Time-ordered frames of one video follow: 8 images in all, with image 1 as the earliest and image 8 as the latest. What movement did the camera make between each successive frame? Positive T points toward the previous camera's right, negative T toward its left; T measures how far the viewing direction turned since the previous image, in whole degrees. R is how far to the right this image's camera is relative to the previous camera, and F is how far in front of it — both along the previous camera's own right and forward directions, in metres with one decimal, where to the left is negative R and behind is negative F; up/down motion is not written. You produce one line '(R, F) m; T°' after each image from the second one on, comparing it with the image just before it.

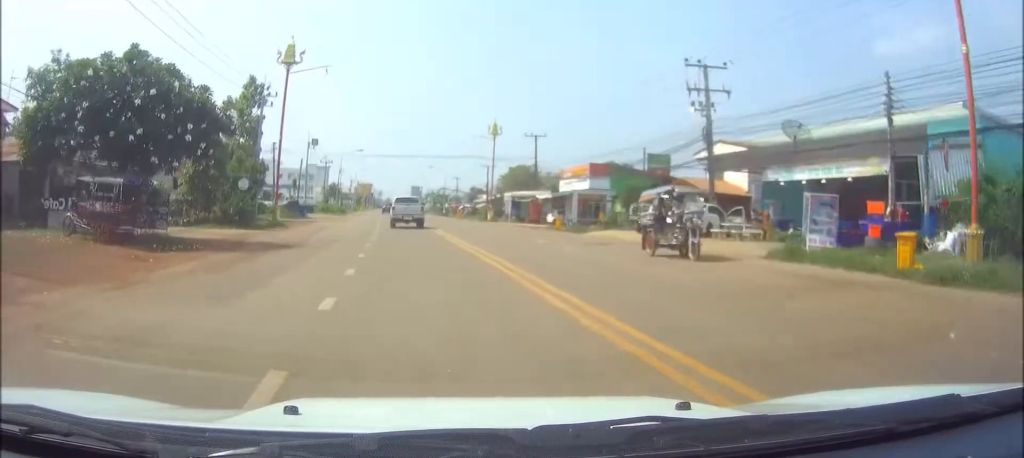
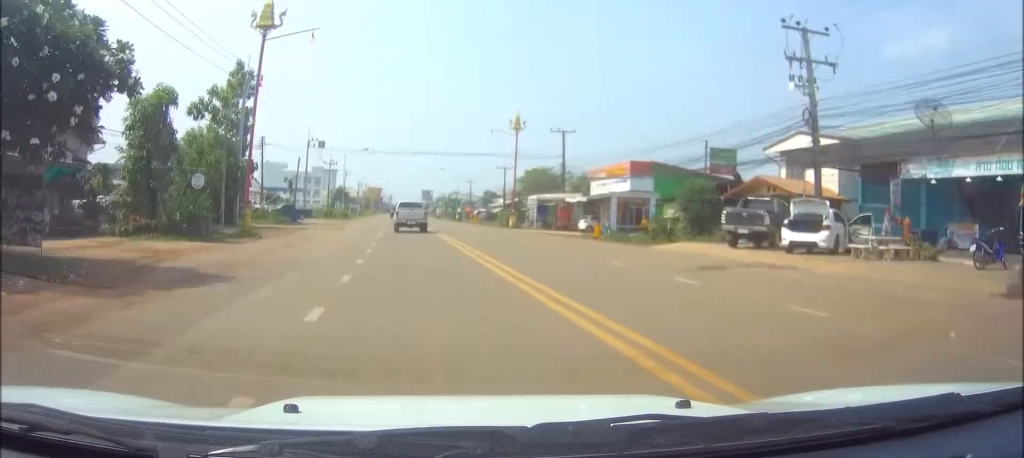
(-0.1, +9.1) m; -1°
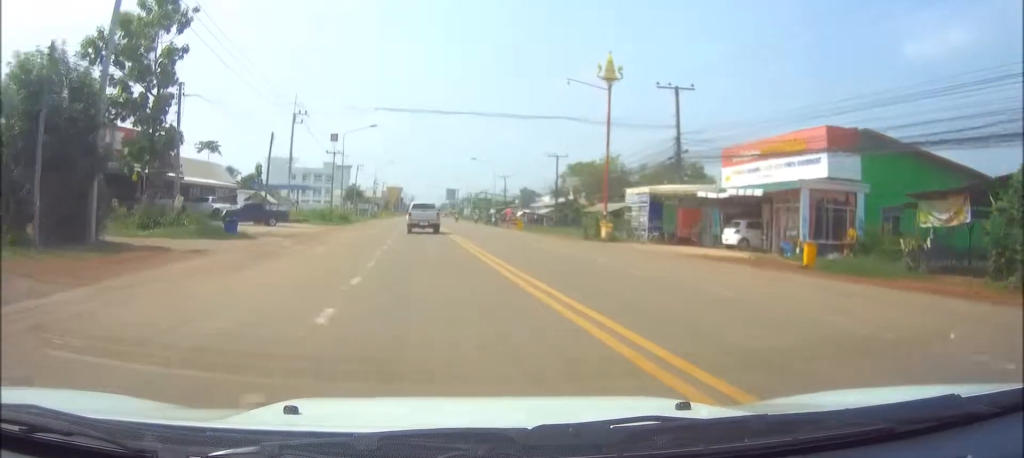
(-0.9, +24.6) m; -3°
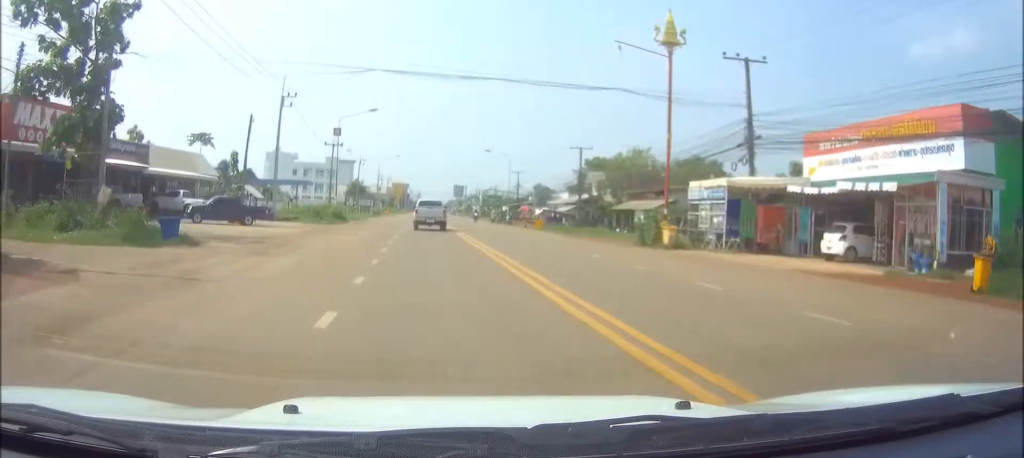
(0.0, +8.4) m; 0°
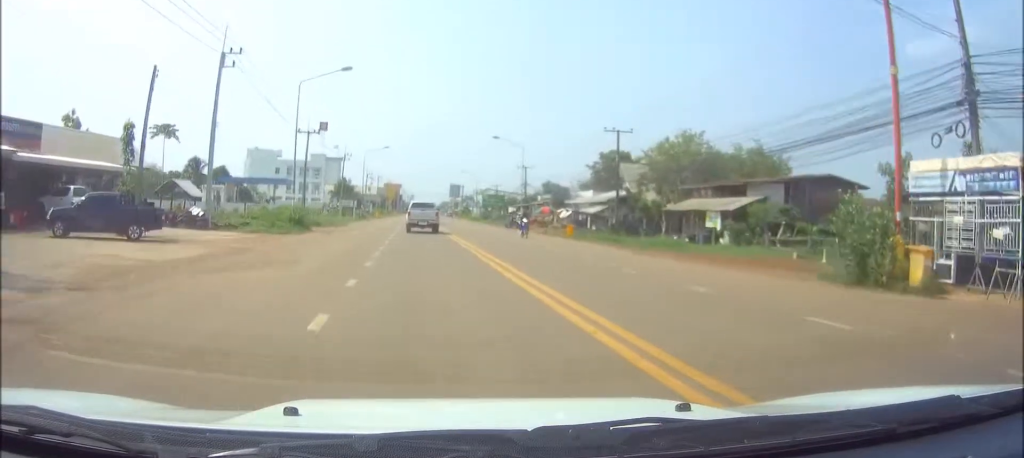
(0.0, +16.1) m; 0°
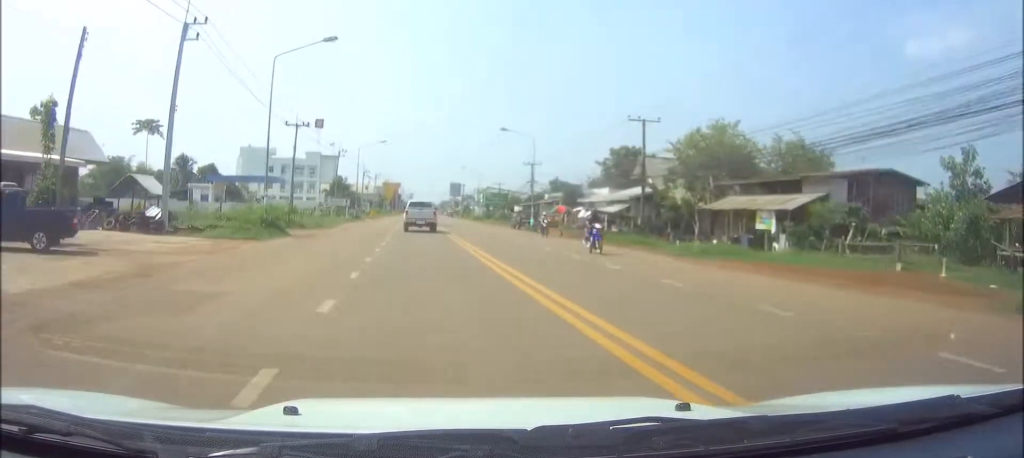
(0.0, +6.7) m; 0°
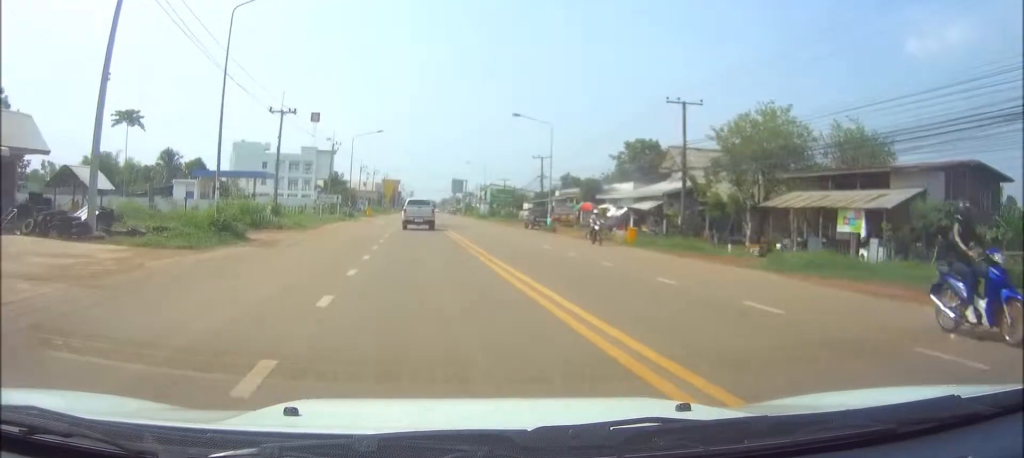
(0.0, +8.1) m; 0°
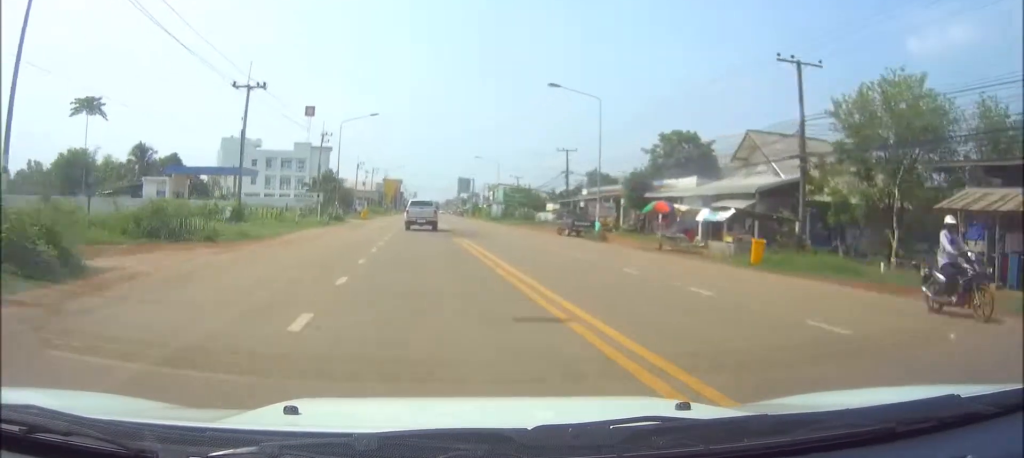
(0.0, +13.5) m; 0°
